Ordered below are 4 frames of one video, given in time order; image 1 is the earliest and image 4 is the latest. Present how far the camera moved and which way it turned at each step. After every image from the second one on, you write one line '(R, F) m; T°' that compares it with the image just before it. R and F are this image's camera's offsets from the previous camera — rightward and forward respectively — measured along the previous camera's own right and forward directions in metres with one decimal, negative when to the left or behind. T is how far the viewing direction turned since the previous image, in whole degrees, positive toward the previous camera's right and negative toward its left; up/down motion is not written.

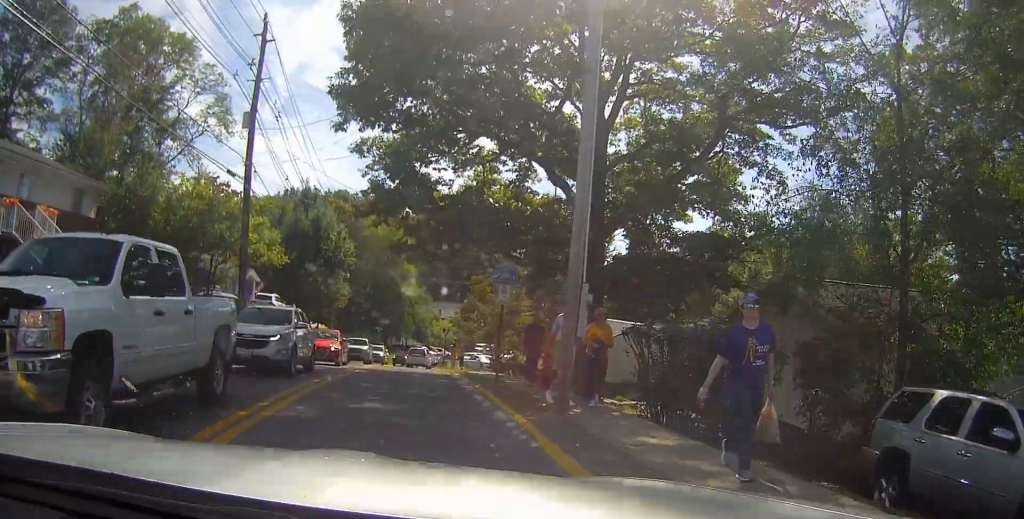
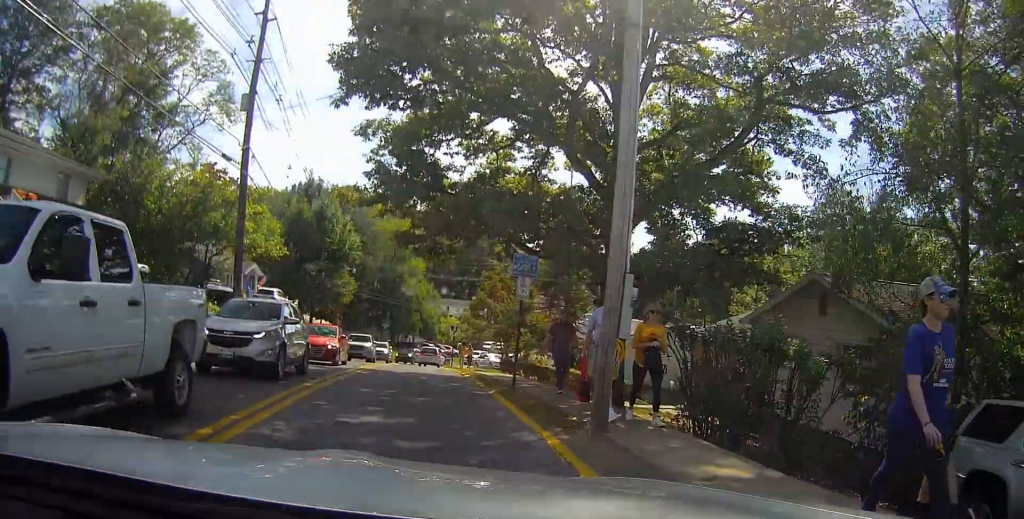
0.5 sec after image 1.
(-0.1, +2.0) m; -1°
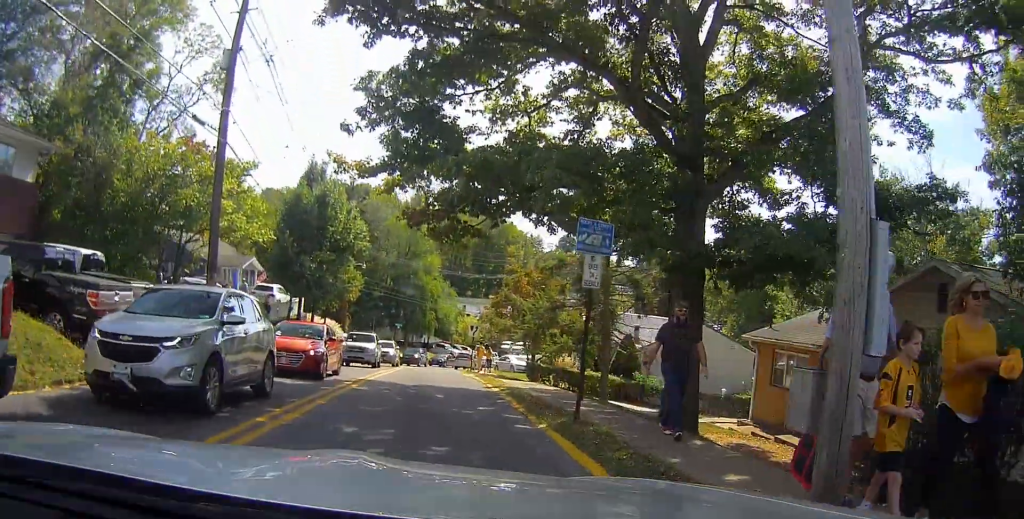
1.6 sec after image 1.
(-0.1, +5.1) m; -2°
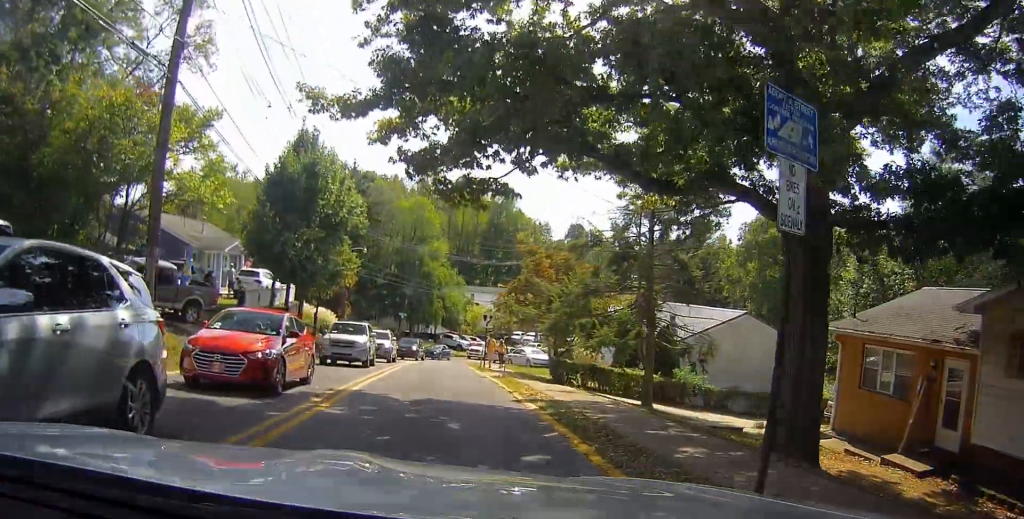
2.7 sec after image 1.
(-0.1, +5.2) m; 0°
